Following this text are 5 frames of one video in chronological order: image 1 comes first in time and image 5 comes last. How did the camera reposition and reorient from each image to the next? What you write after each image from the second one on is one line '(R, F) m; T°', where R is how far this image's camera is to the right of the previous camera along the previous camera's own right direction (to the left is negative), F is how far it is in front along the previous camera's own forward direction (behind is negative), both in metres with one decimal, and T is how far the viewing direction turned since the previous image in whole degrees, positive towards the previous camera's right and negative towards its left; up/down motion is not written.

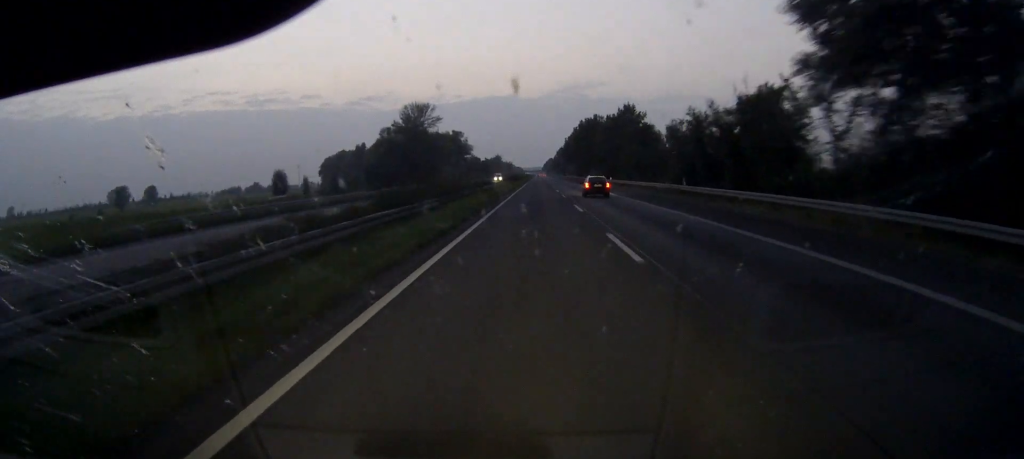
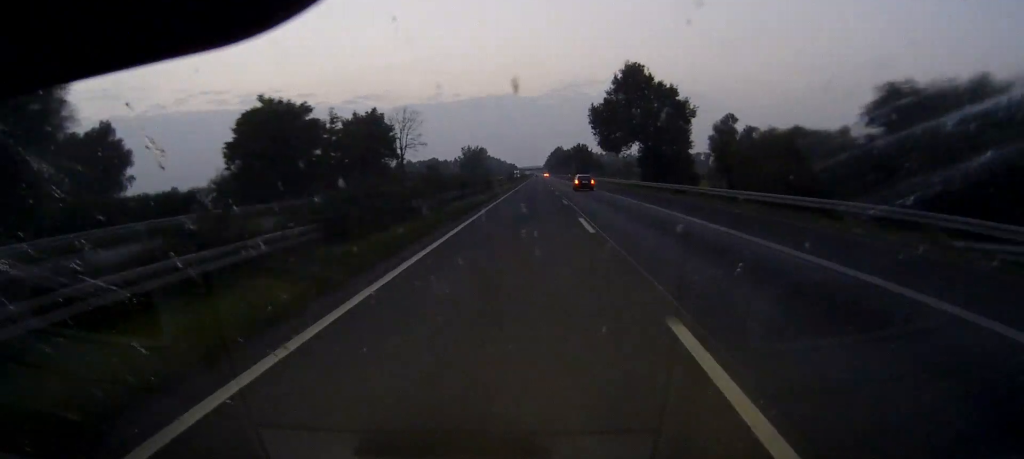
(-0.2, +264.5) m; 0°
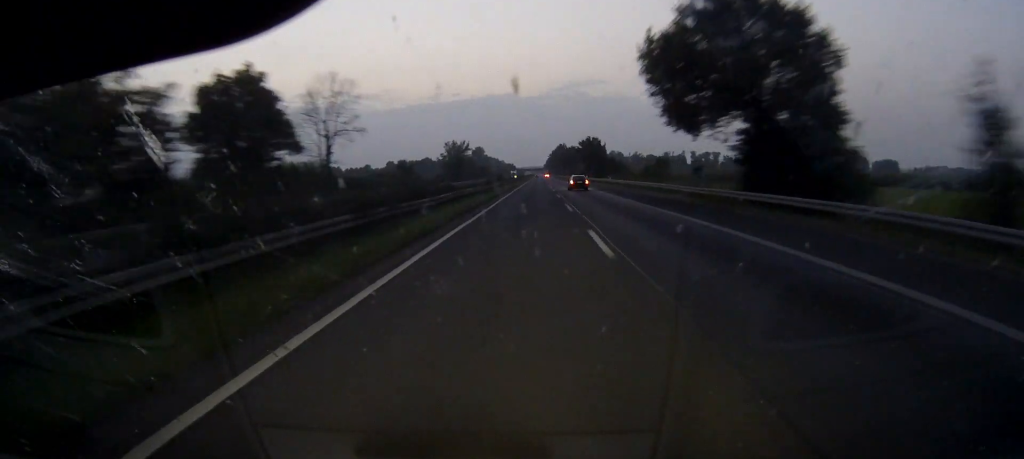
(0.0, +42.2) m; 0°
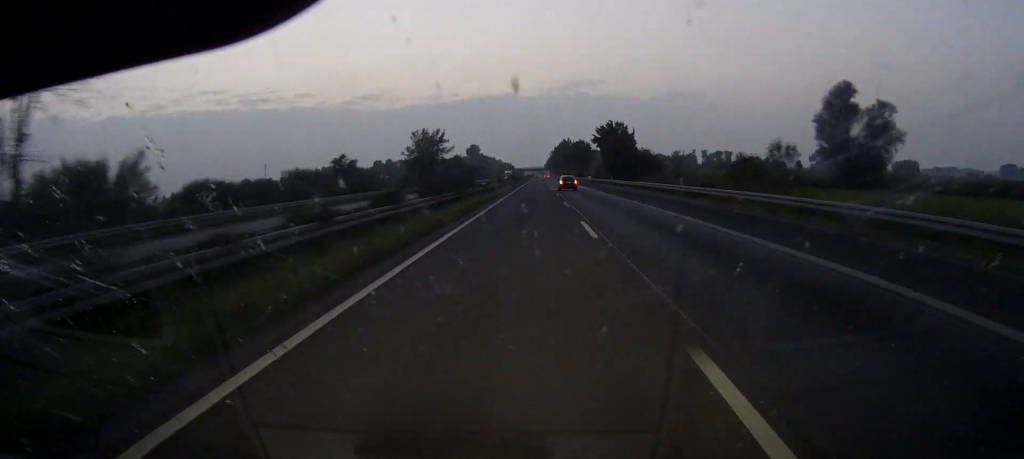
(0.0, +49.5) m; 0°
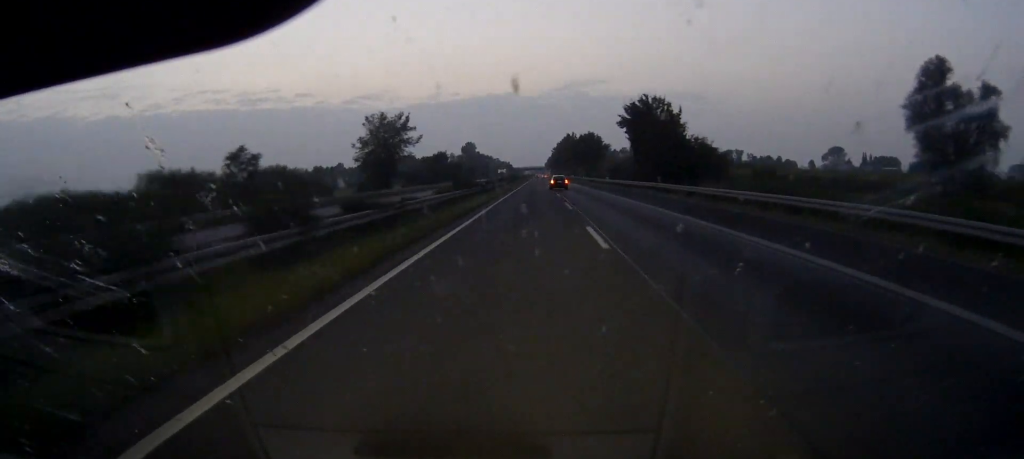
(0.0, +38.6) m; 0°
